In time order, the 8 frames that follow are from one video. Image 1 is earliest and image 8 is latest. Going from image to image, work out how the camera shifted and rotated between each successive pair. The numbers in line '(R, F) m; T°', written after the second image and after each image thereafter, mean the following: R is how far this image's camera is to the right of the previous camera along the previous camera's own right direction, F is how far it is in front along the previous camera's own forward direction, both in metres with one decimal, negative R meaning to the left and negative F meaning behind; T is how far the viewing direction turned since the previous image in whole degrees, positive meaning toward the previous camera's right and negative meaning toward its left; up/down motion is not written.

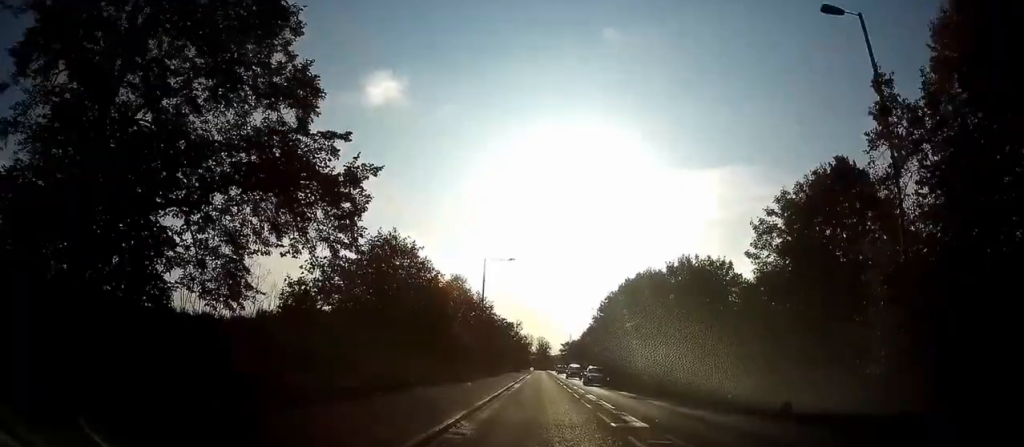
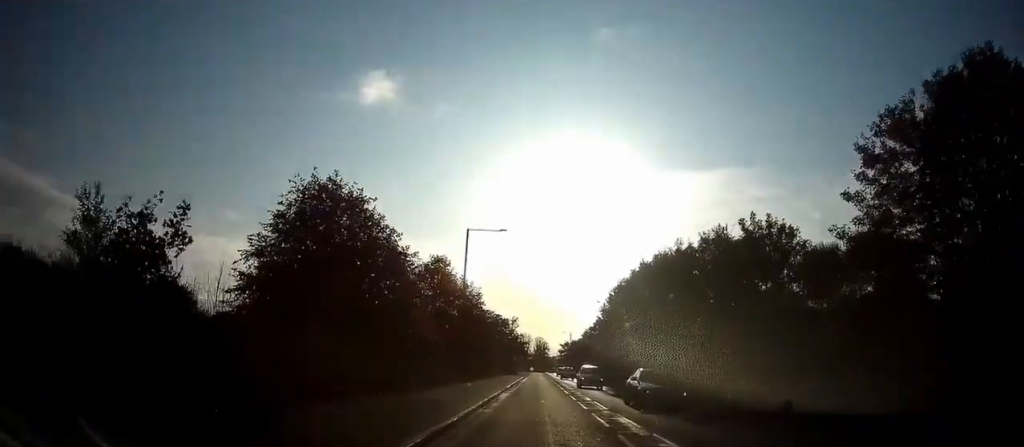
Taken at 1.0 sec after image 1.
(0.0, +11.1) m; +2°
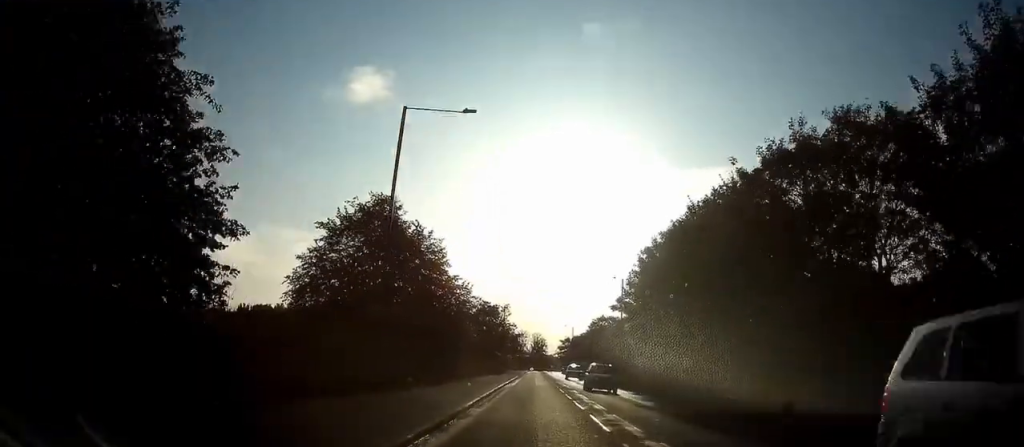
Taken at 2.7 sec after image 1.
(+0.5, +19.0) m; +1°
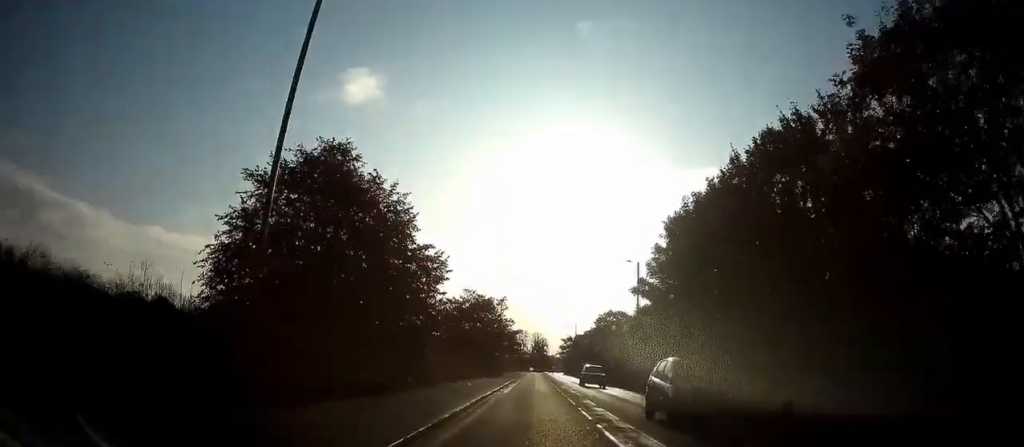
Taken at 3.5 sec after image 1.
(-0.1, +9.0) m; -2°
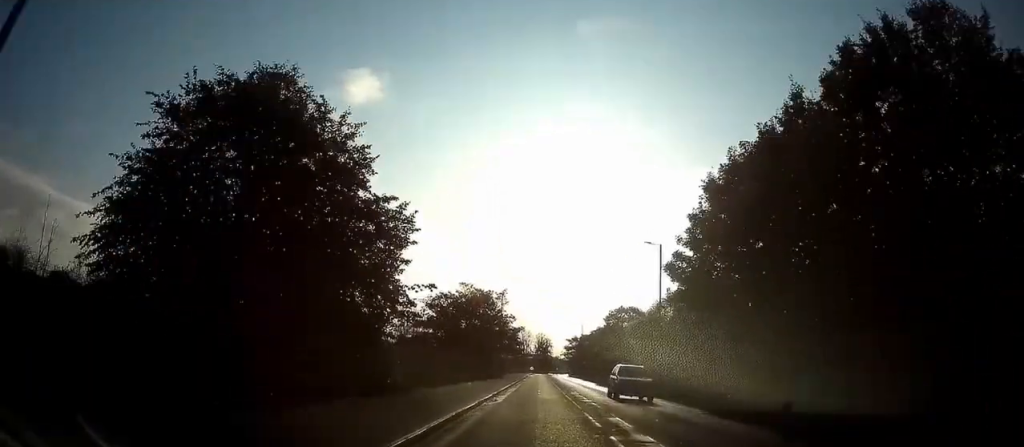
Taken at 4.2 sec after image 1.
(+0.1, +7.4) m; -1°
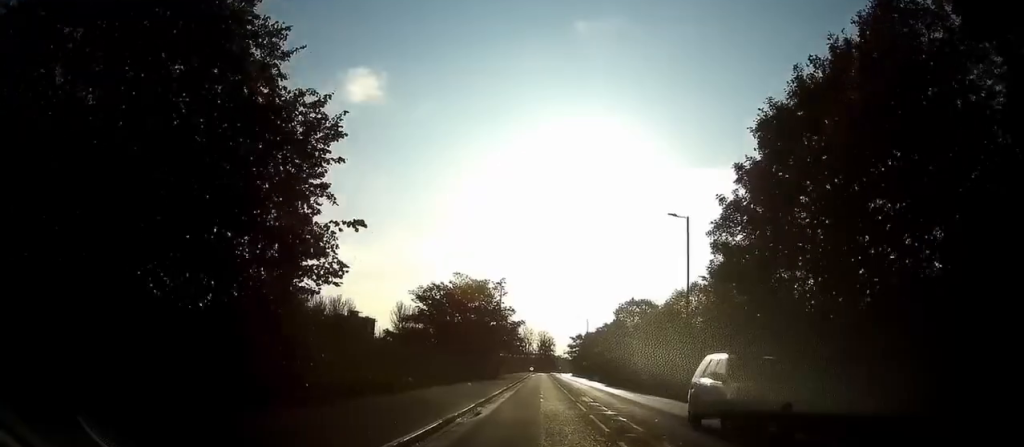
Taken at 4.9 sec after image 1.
(-0.2, +6.9) m; 0°
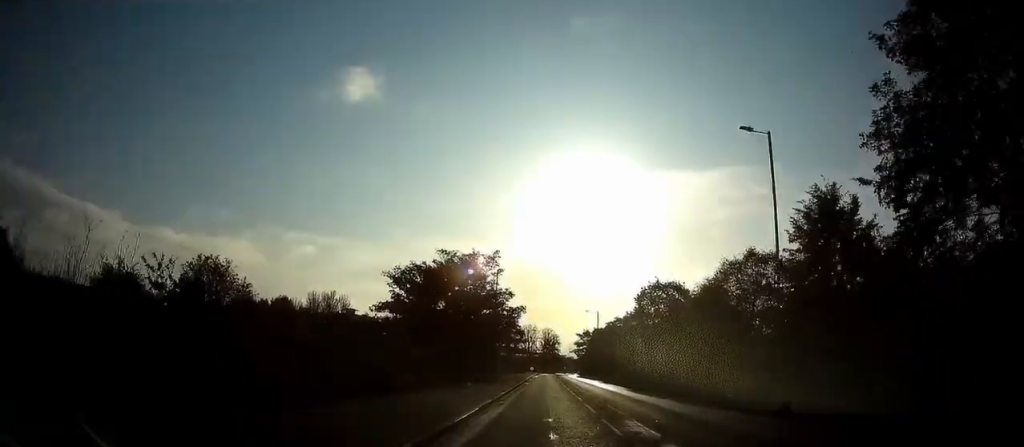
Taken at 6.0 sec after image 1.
(+0.2, +12.0) m; 0°
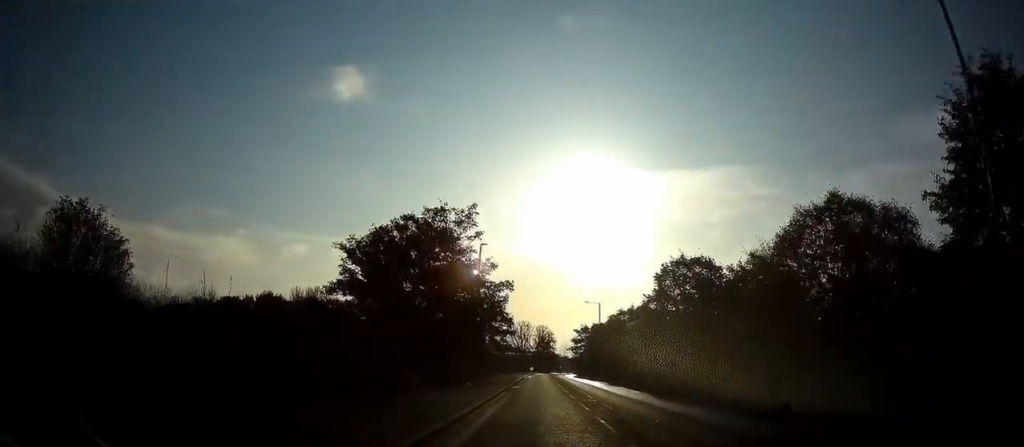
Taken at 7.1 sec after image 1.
(-0.4, +11.5) m; 0°
